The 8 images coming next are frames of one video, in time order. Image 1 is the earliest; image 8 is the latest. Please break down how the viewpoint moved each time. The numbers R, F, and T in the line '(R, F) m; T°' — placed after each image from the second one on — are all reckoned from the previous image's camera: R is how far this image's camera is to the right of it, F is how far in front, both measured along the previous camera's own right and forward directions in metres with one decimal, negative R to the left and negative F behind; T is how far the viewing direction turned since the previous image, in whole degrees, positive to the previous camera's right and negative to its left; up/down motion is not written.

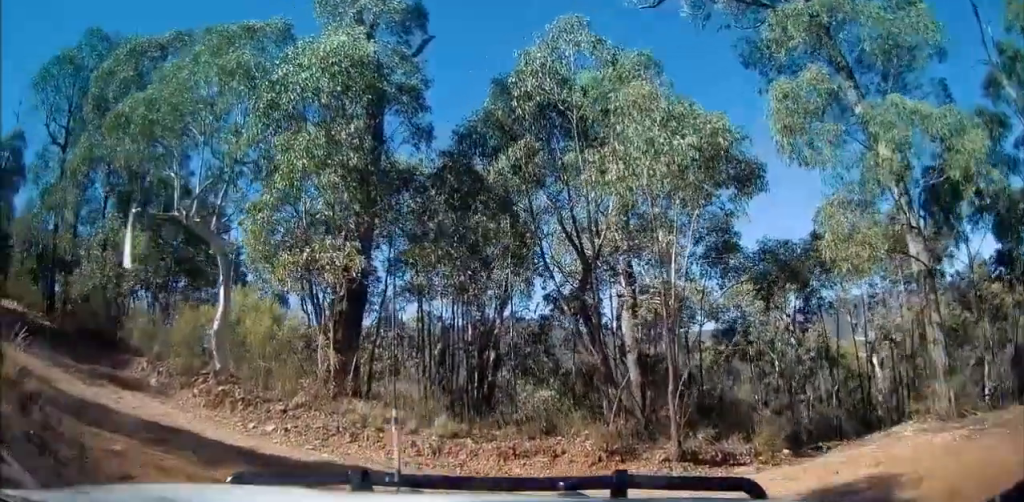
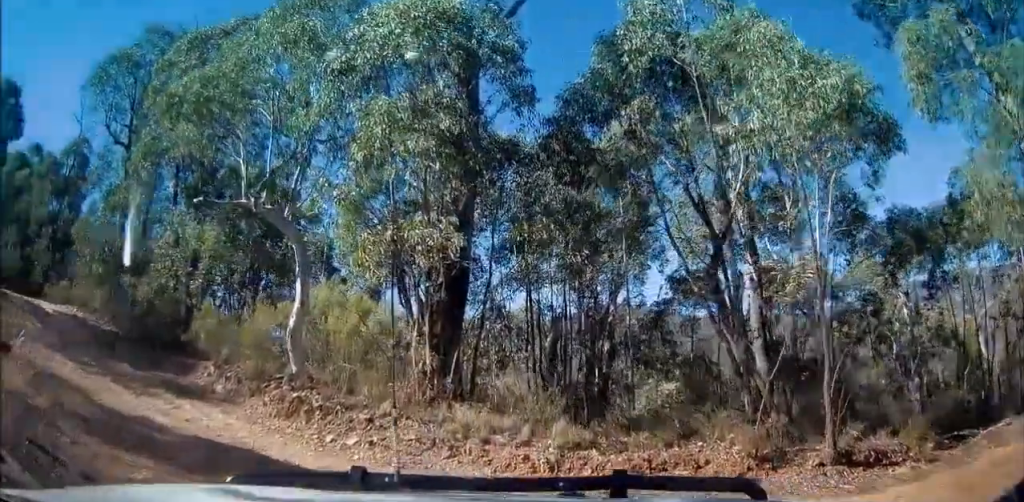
(-0.3, +1.5) m; -4°
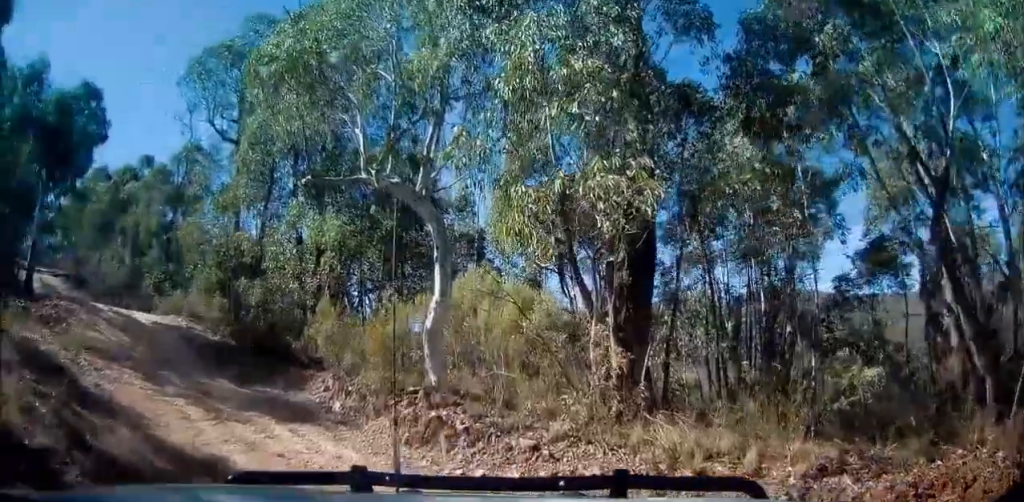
(-0.2, +2.1) m; -5°
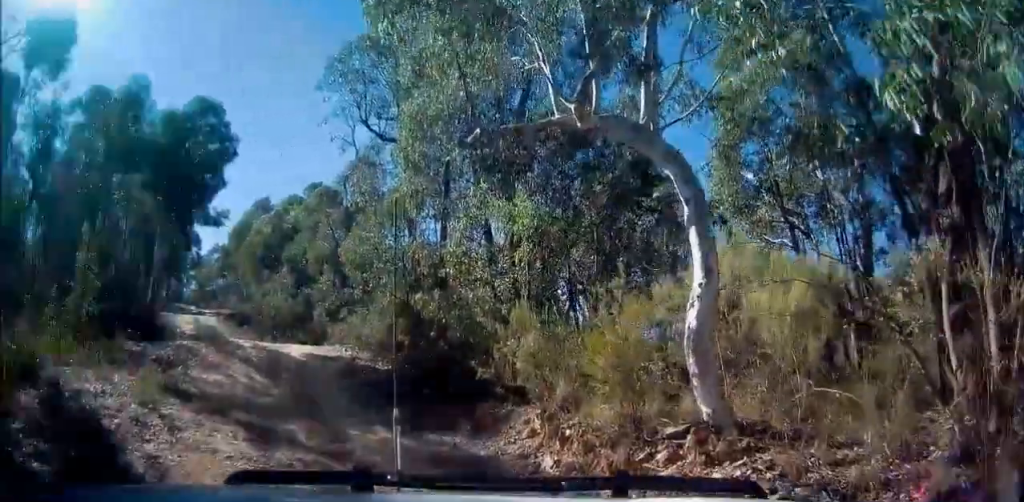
(0.0, +3.0) m; -9°
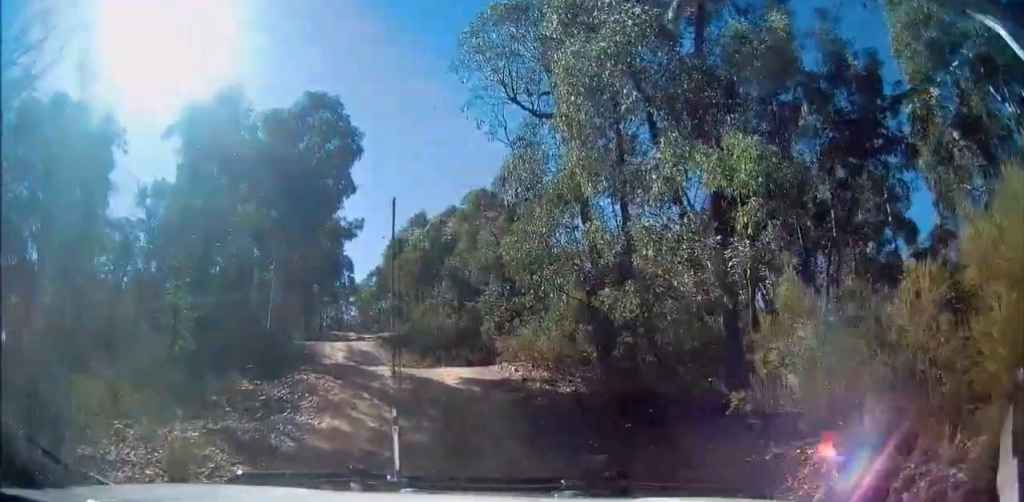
(-0.7, +3.1) m; -22°
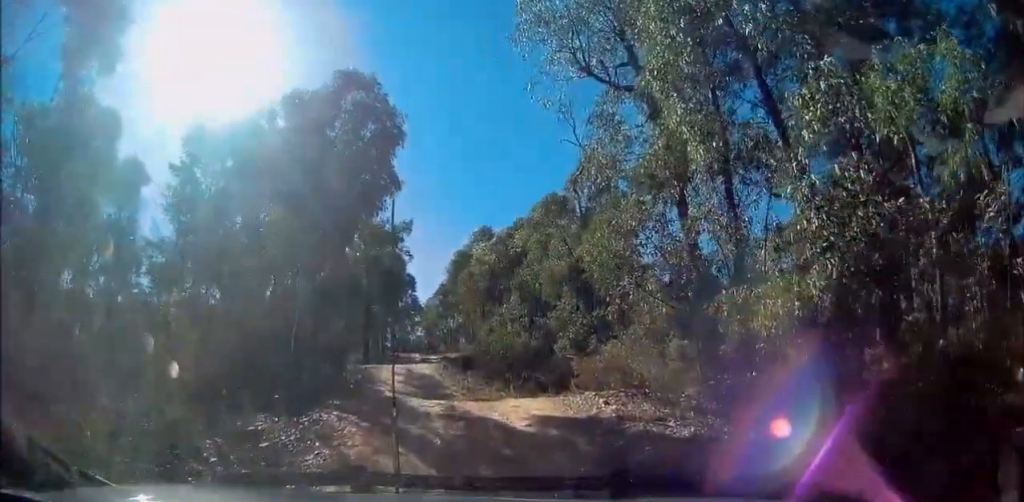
(-0.4, +3.3) m; -7°
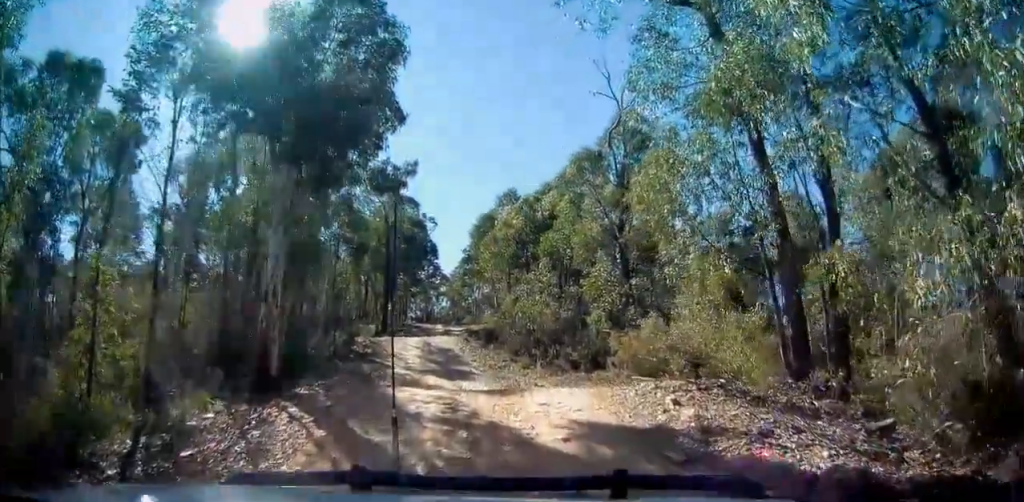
(0.0, +2.9) m; +1°
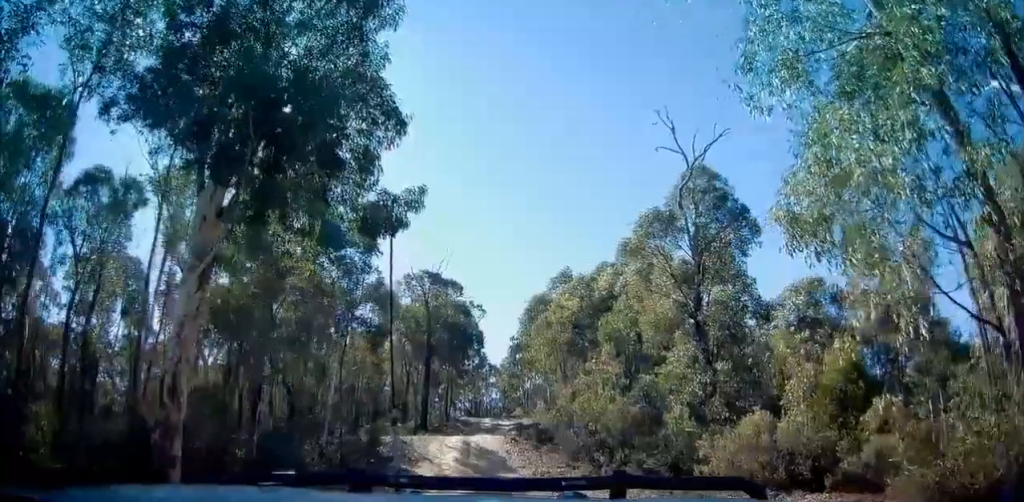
(+0.2, +4.4) m; -3°
